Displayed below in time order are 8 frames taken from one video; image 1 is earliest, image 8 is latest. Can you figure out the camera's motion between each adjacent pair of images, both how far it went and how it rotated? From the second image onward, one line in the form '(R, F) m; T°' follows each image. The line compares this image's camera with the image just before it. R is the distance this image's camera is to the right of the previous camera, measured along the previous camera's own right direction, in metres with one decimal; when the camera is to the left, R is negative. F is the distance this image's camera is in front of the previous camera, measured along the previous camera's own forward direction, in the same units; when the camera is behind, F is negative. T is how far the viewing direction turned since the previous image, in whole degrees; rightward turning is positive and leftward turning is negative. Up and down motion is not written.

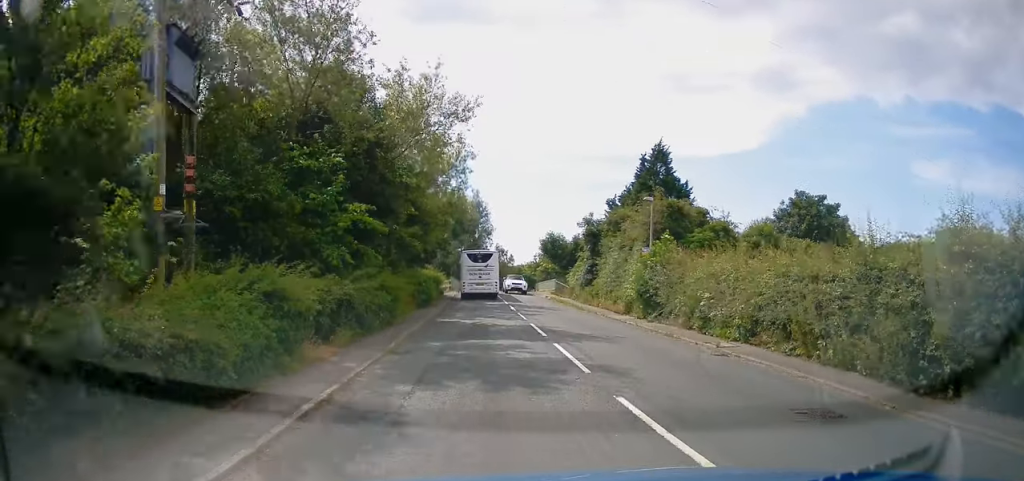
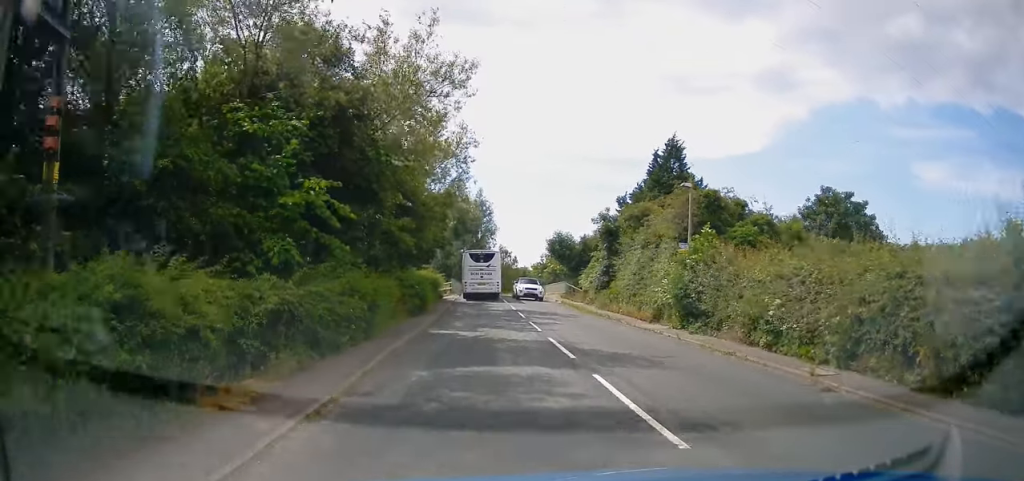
(-0.2, +4.4) m; 0°
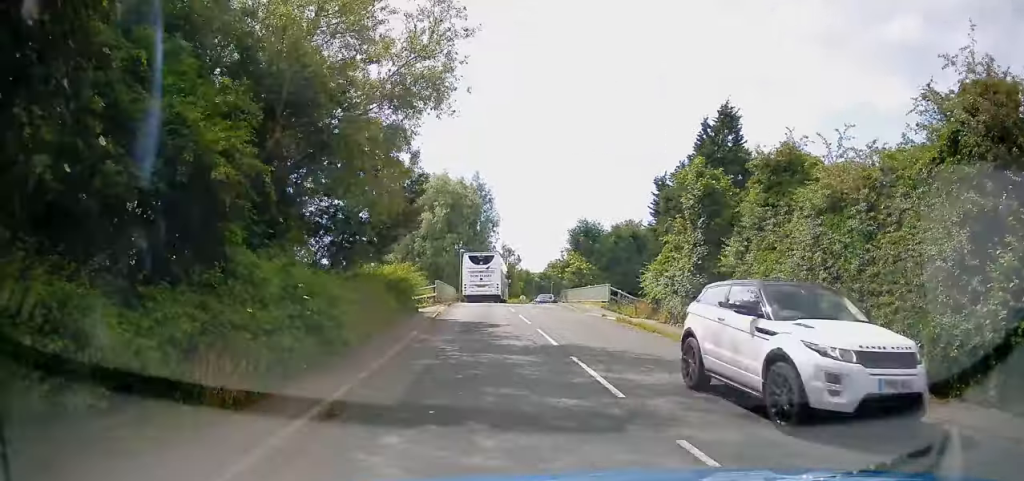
(+0.5, +16.2) m; +2°
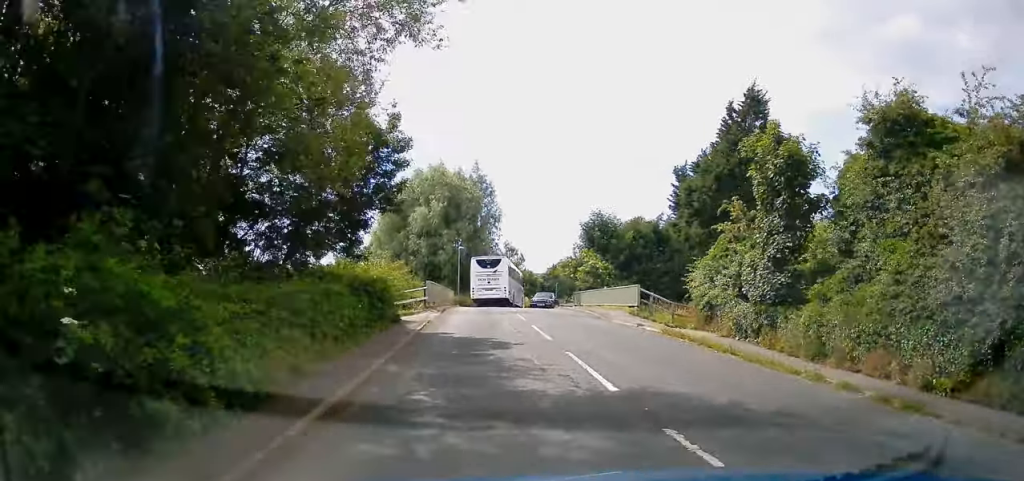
(+0.1, +5.9) m; -2°
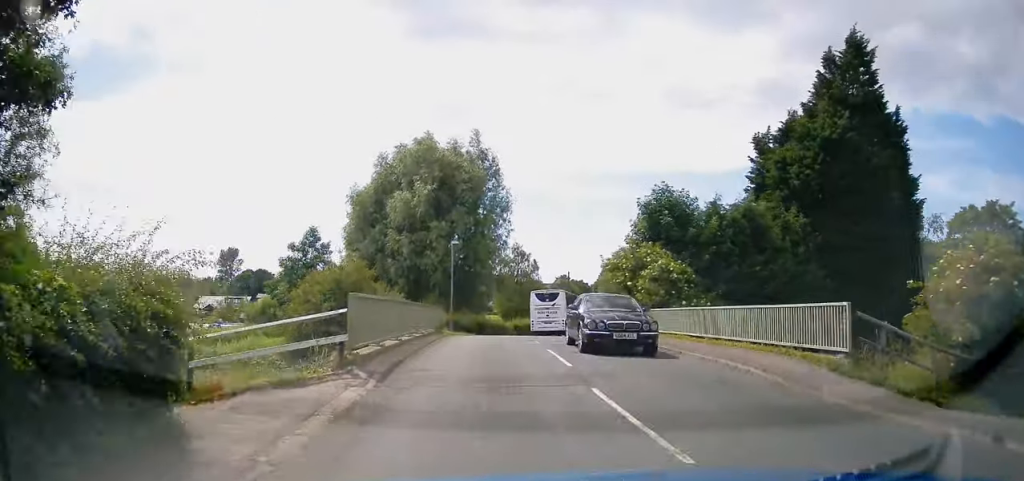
(-0.5, +15.3) m; 0°
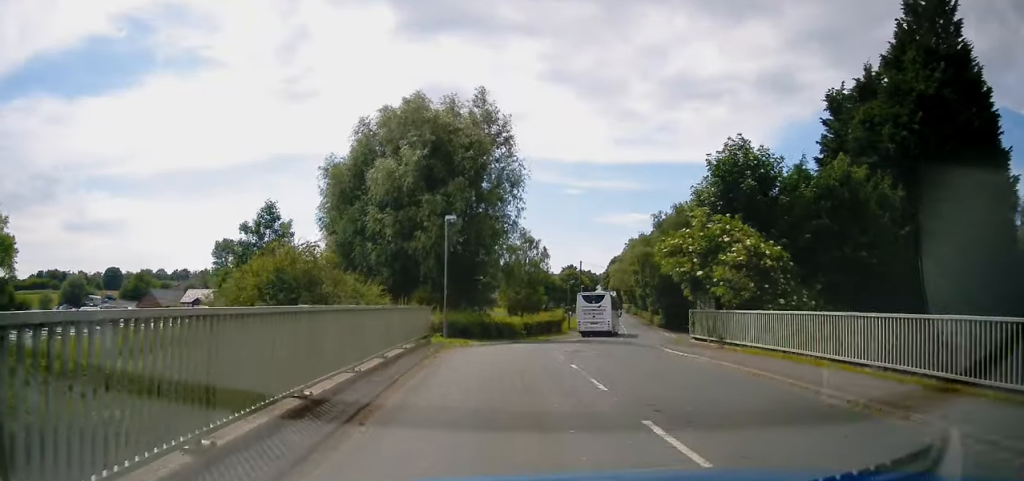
(+0.4, +8.3) m; +2°
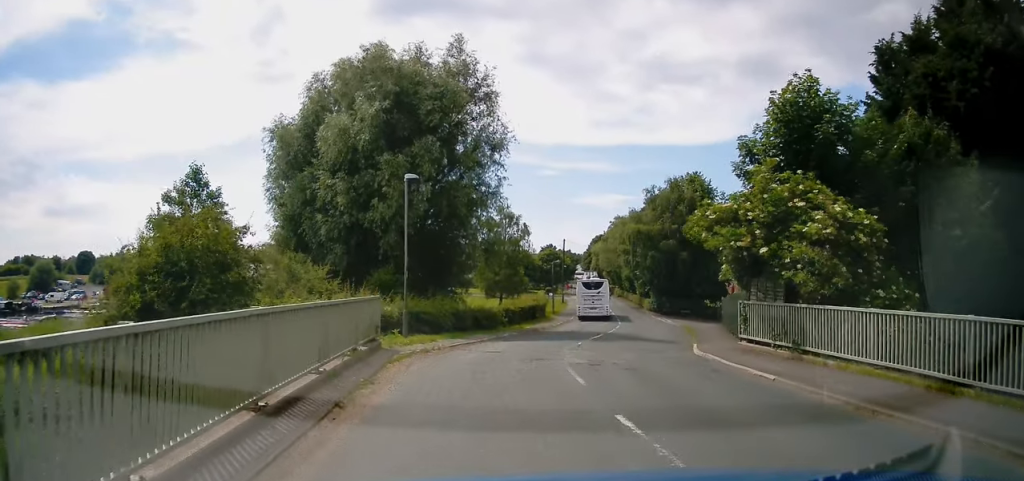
(0.0, +6.0) m; +2°
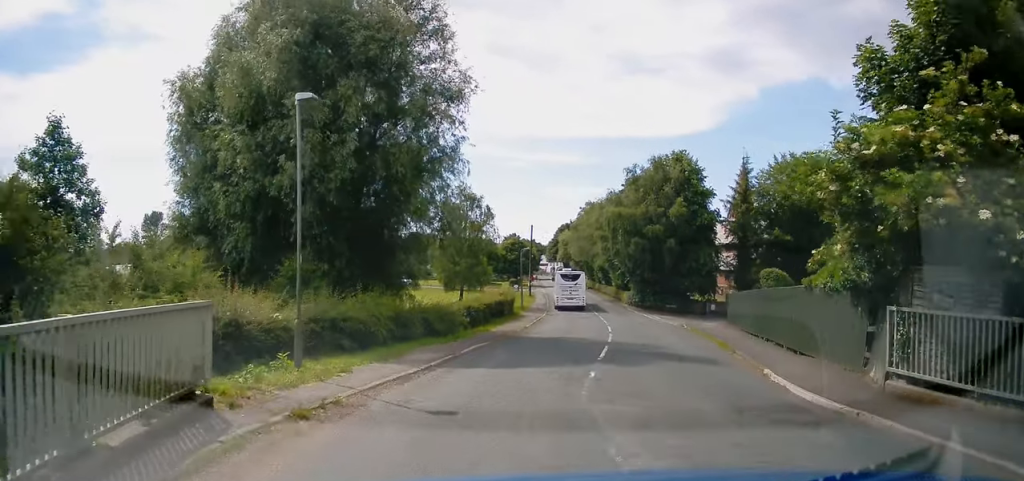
(+0.1, +7.3) m; +3°
